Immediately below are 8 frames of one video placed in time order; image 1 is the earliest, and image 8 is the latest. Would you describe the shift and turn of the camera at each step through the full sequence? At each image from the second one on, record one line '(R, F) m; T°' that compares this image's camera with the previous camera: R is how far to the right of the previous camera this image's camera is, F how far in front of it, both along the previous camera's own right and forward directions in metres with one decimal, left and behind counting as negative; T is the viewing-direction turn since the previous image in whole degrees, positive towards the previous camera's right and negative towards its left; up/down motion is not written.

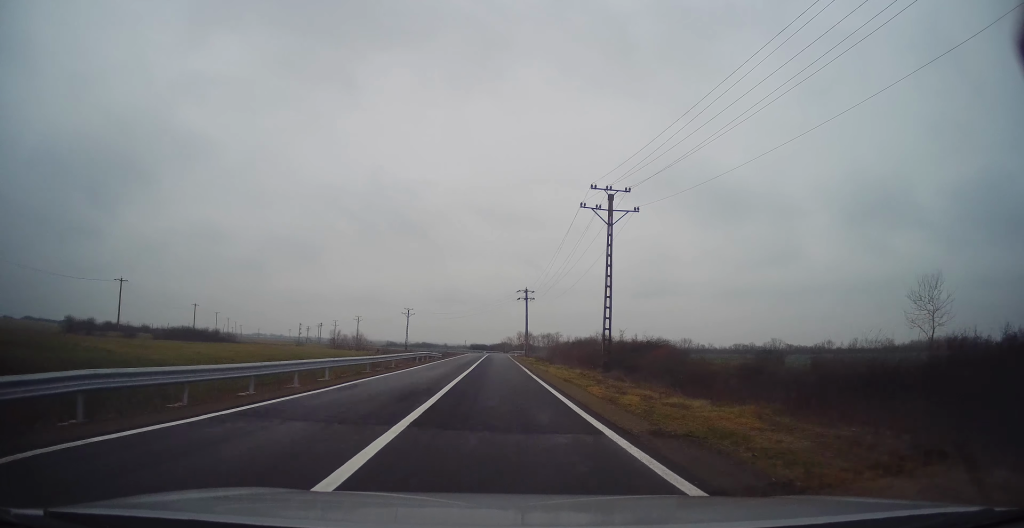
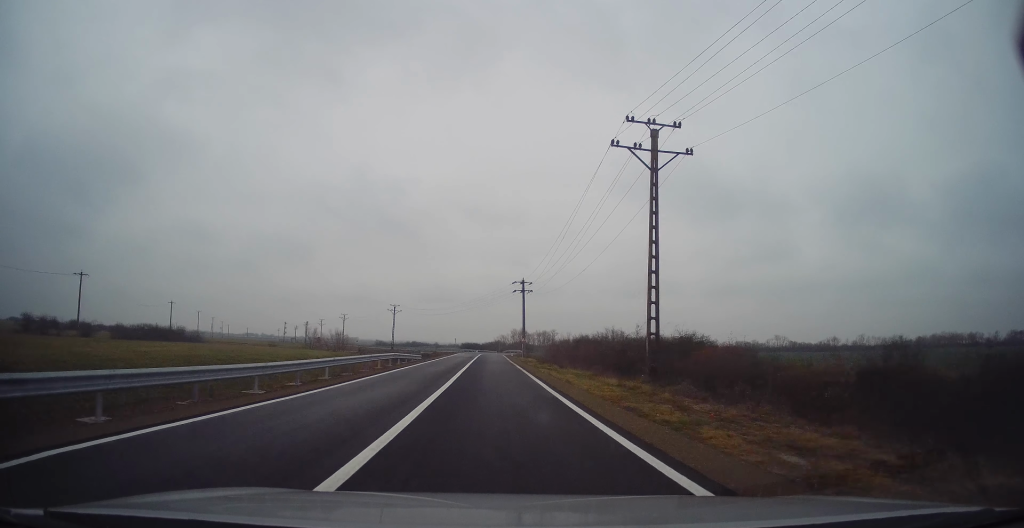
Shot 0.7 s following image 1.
(+0.3, +11.4) m; +1°
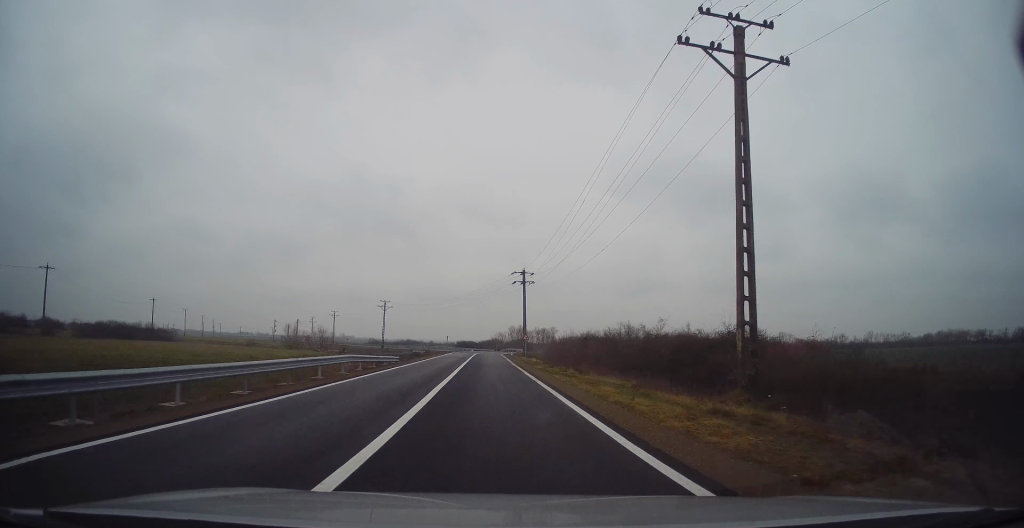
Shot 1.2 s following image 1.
(-0.1, +9.9) m; 0°
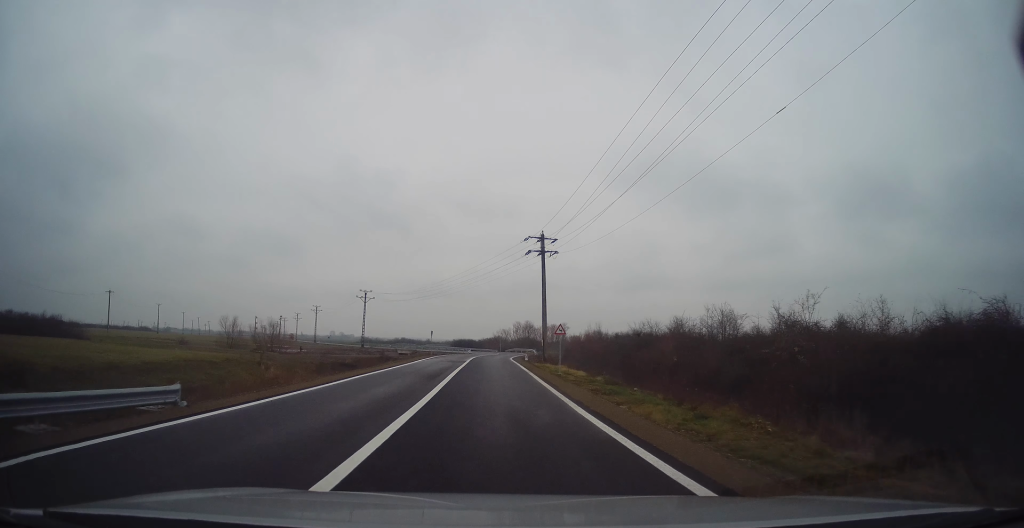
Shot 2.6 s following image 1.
(-0.1, +24.3) m; 0°
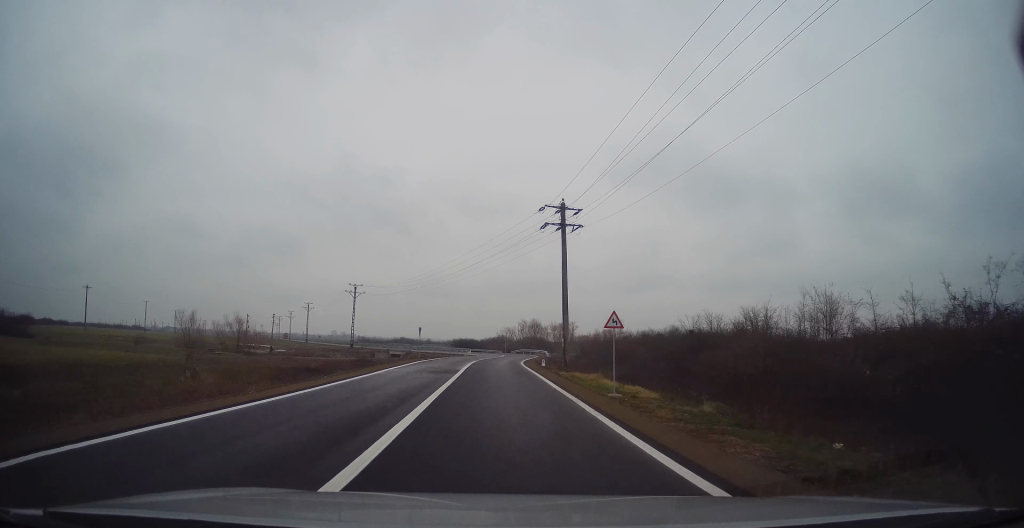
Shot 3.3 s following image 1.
(+0.1, +12.1) m; 0°
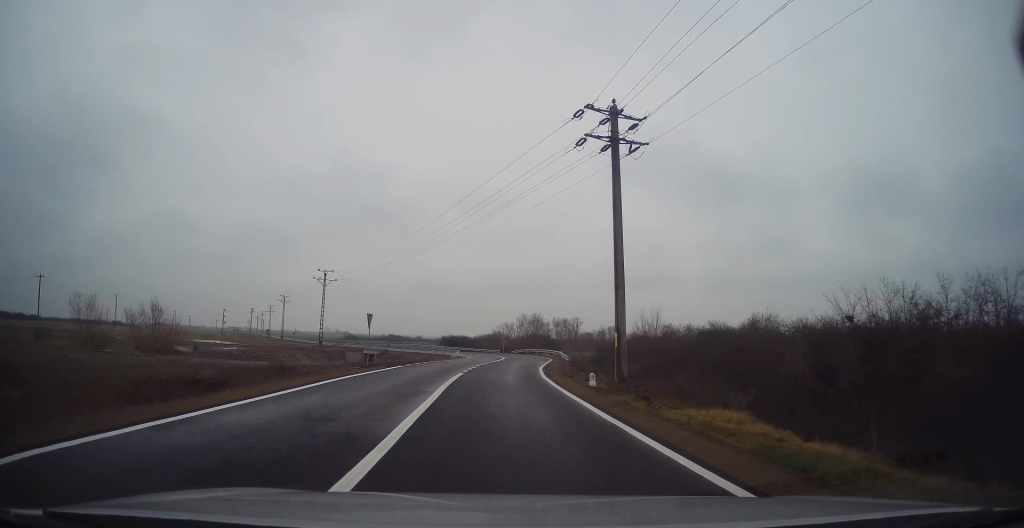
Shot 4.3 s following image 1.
(-0.2, +17.5) m; +1°
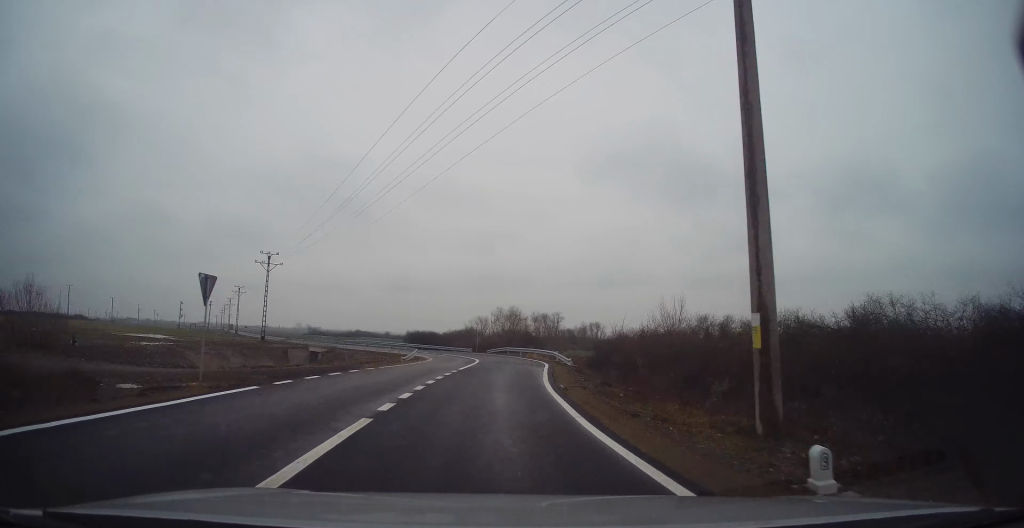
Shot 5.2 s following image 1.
(+0.2, +13.8) m; +3°
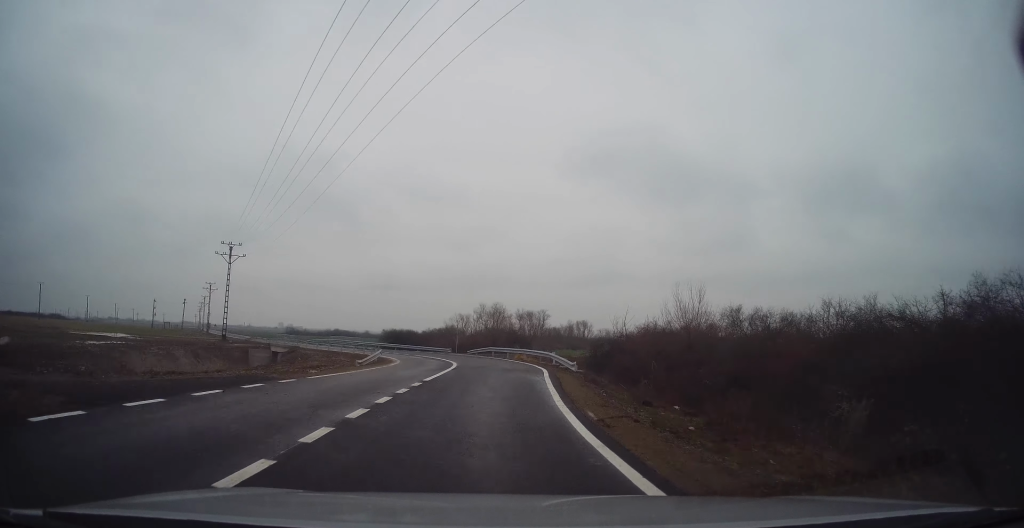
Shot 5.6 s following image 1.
(0.0, +6.7) m; +2°
